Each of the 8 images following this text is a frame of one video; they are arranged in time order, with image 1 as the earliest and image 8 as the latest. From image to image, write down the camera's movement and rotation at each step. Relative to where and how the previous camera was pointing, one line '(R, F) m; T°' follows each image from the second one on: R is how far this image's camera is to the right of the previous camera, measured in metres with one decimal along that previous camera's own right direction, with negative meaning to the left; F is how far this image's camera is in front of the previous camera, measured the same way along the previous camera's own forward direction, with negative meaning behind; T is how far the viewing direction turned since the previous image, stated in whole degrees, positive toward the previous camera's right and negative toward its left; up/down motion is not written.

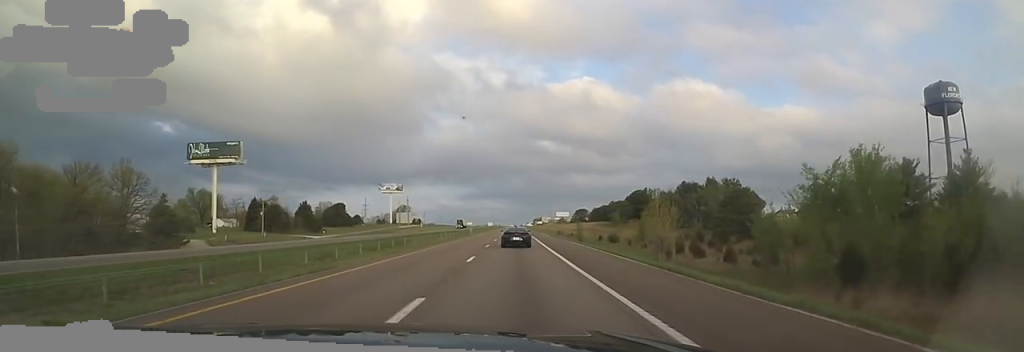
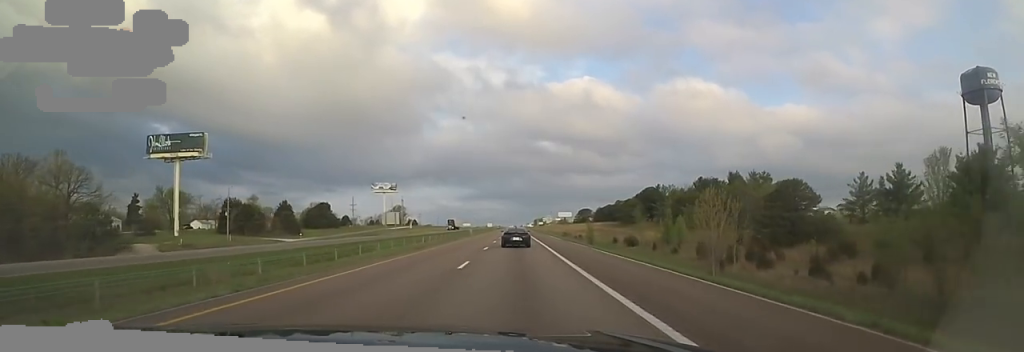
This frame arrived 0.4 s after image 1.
(-0.1, +14.6) m; 0°
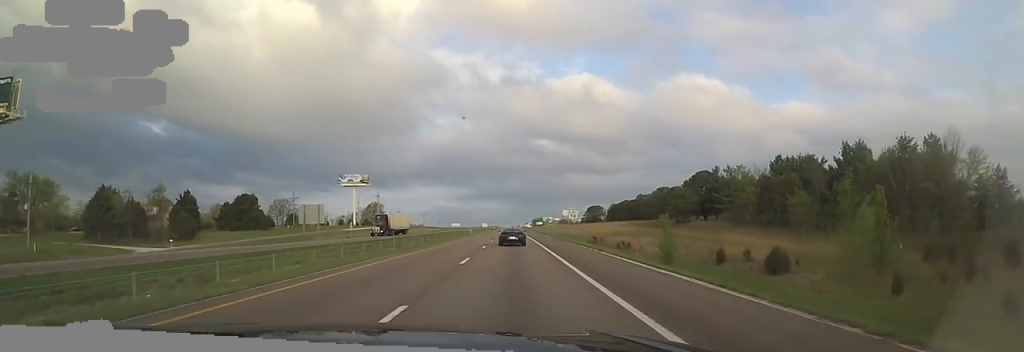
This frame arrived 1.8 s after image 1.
(+0.2, +47.3) m; -1°
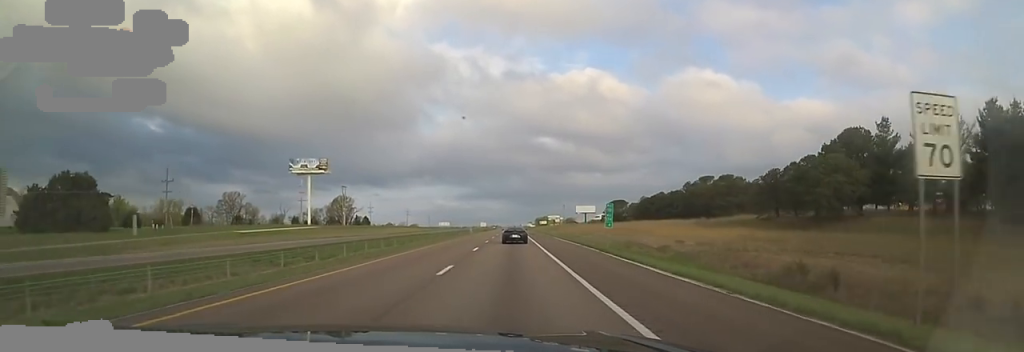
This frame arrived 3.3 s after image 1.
(-0.4, +53.1) m; +1°
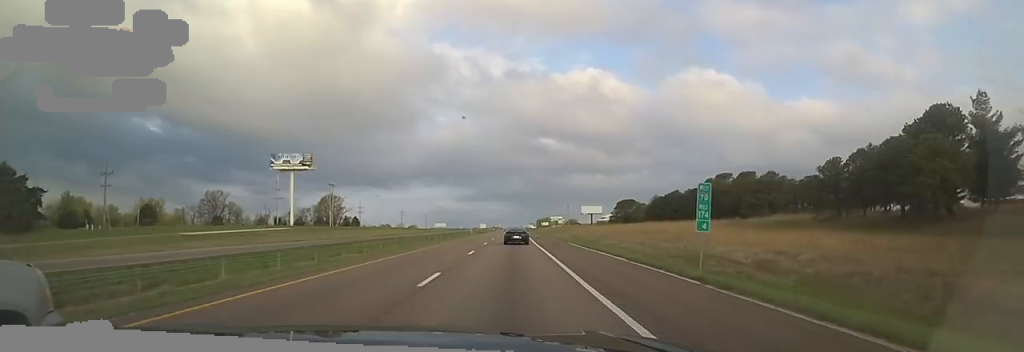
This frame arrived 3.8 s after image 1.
(+0.3, +15.1) m; 0°
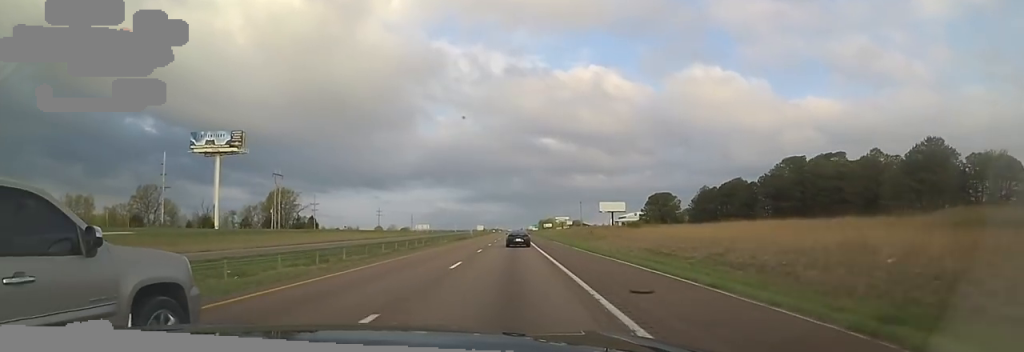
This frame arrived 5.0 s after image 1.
(-0.5, +44.2) m; 0°
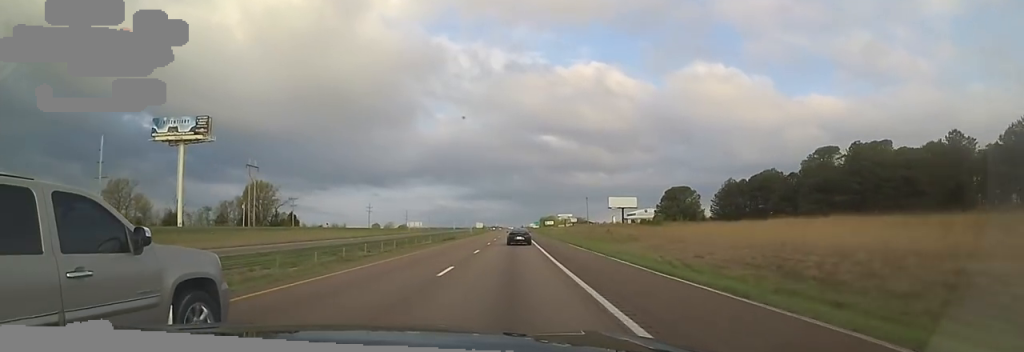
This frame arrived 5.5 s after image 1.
(-0.1, +15.1) m; 0°
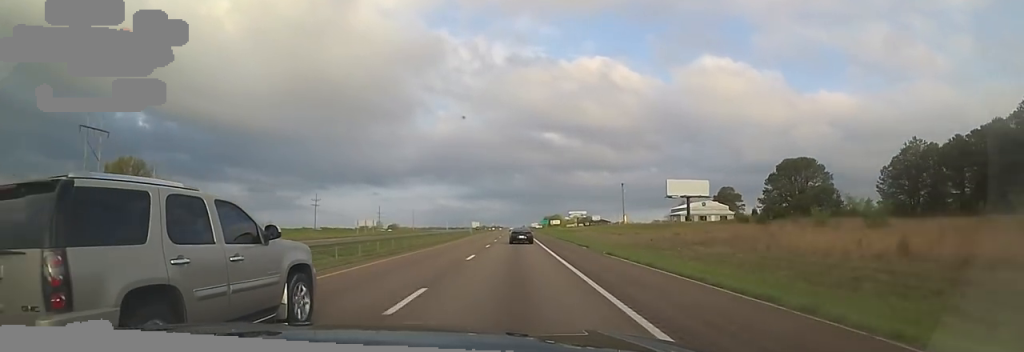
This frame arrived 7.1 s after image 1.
(-0.1, +55.7) m; -2°
